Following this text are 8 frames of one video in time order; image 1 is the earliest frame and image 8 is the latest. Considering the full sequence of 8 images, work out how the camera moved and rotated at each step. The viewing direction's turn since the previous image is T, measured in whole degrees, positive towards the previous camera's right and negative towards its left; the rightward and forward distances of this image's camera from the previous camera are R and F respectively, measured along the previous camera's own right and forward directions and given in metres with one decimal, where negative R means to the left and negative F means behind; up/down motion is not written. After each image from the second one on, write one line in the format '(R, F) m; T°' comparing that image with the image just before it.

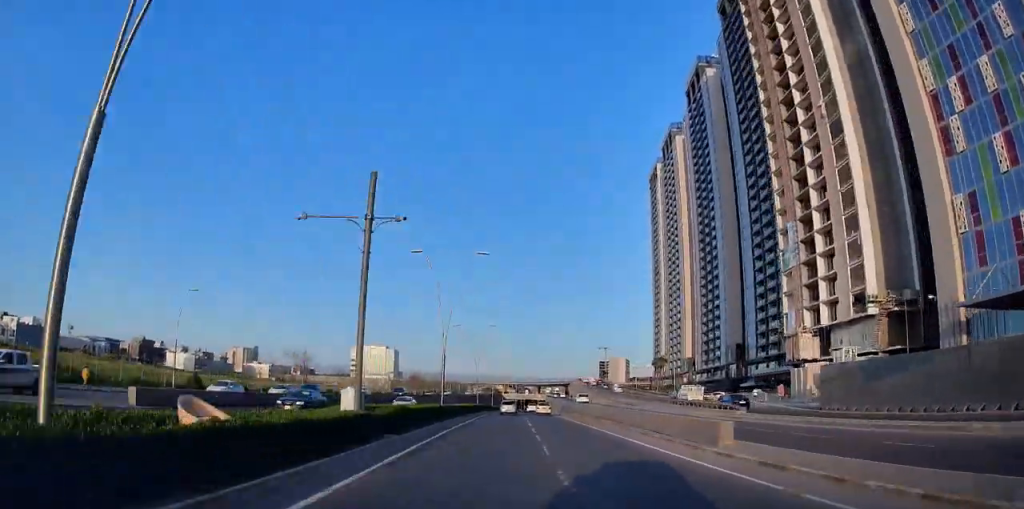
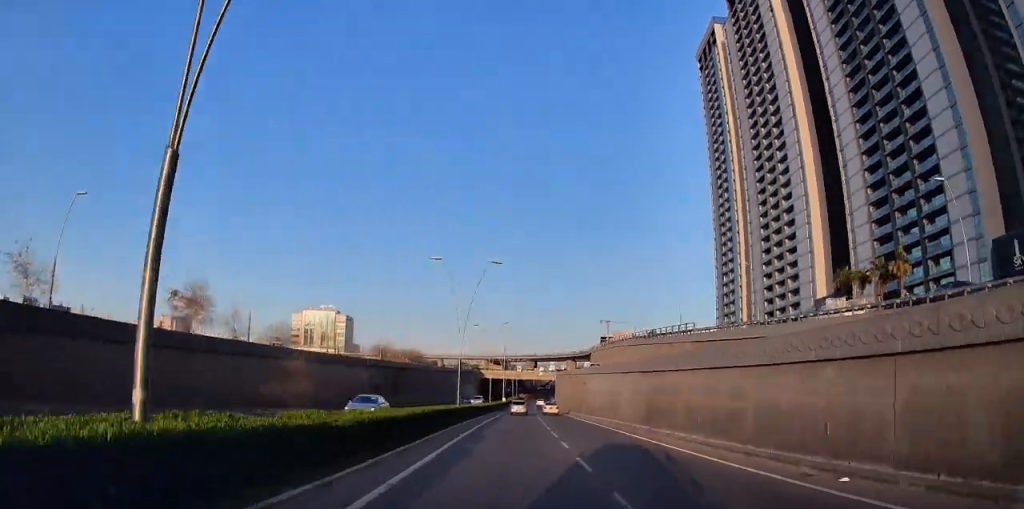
(+3.8, +115.9) m; +3°
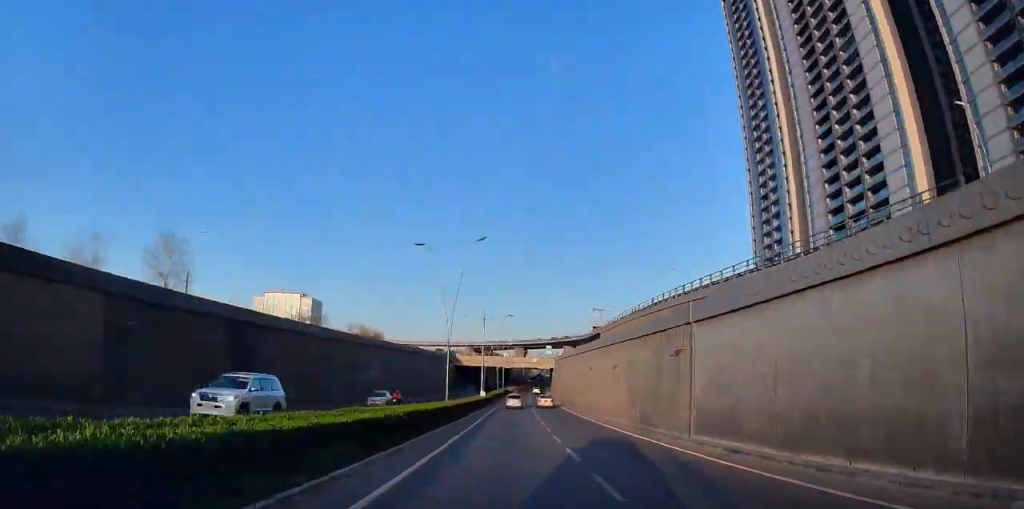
(+2.4, +43.4) m; -1°
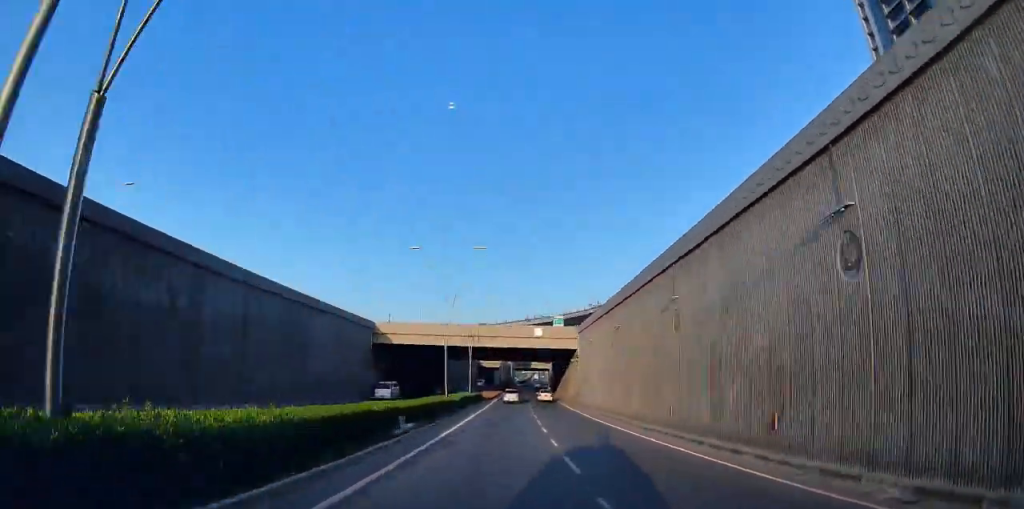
(-5.0, +60.5) m; -2°
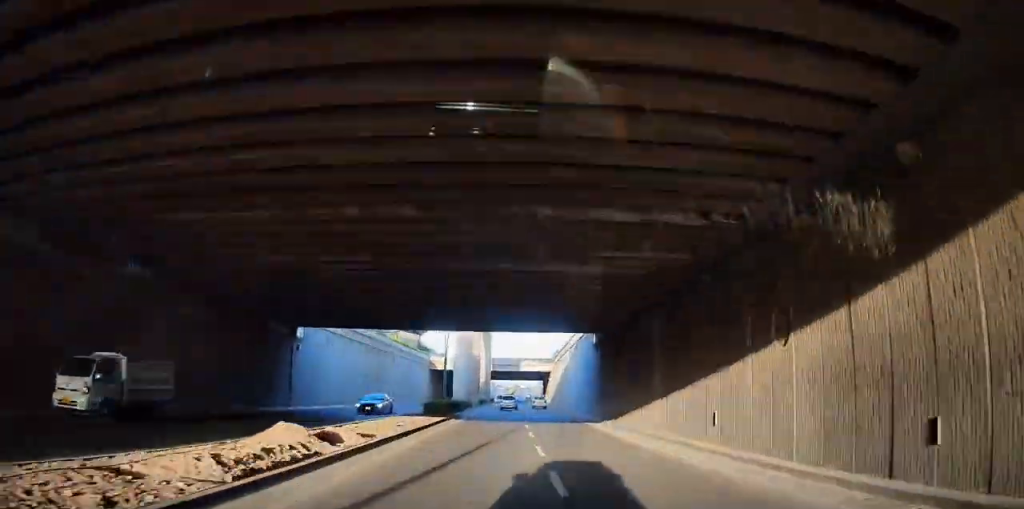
(+5.1, +68.5) m; +5°
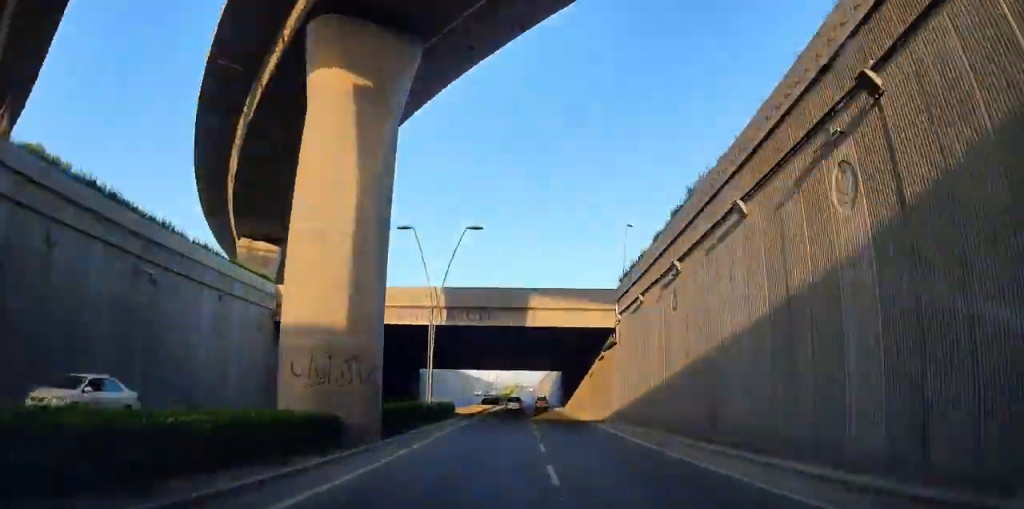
(+0.5, +62.4) m; +1°
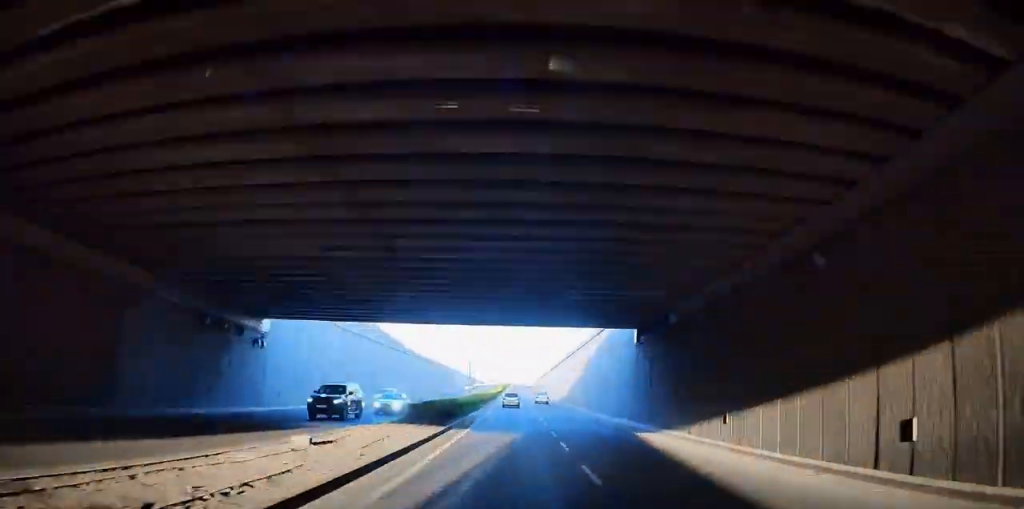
(+0.1, +54.3) m; 0°
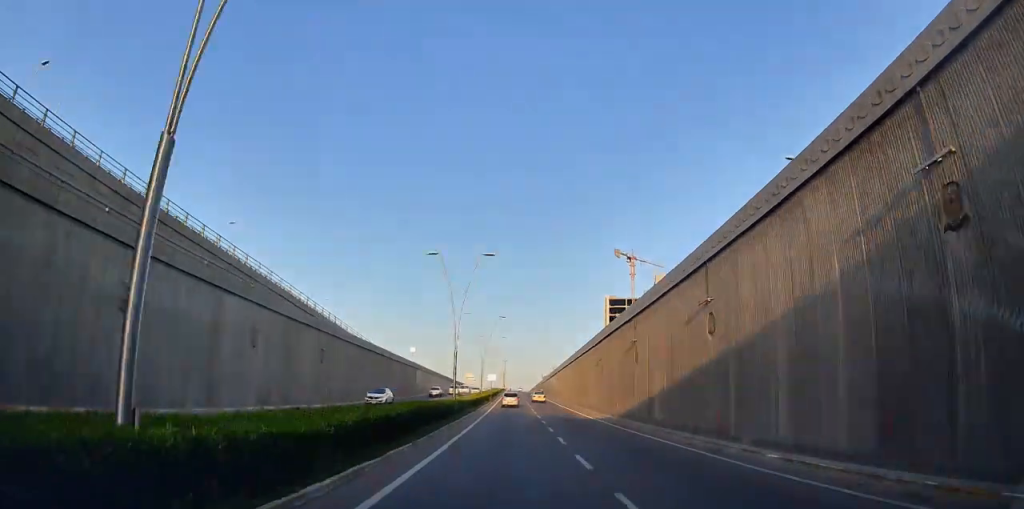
(+0.3, +46.8) m; 0°
